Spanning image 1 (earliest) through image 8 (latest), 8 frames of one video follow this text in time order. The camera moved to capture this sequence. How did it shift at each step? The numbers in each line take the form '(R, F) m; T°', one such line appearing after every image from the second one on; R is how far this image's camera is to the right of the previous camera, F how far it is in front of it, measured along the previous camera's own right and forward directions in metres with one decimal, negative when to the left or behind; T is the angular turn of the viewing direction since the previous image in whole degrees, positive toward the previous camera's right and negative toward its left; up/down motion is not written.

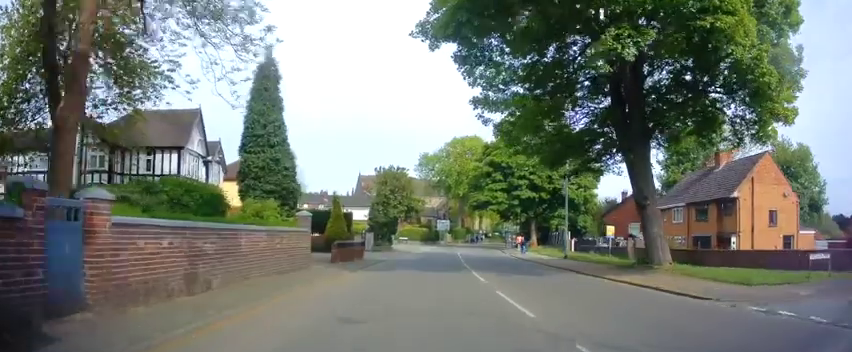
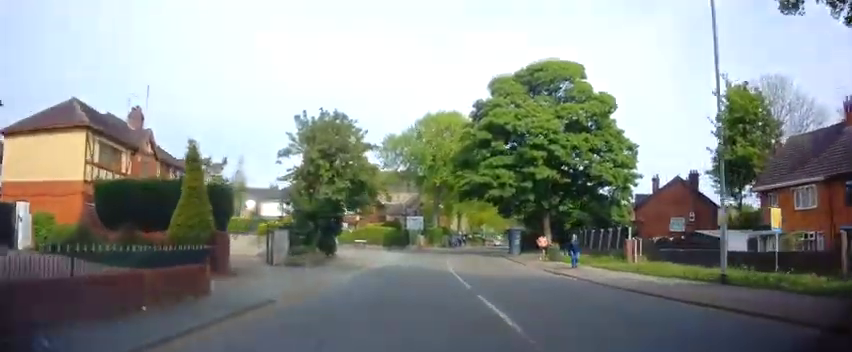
(-0.2, +19.2) m; +2°
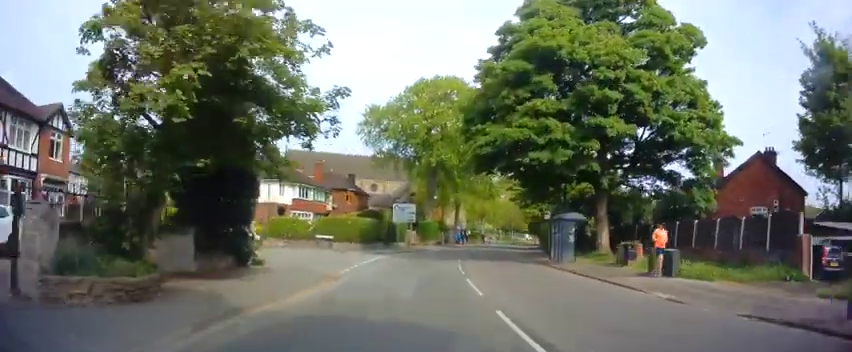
(+0.3, +15.0) m; +1°
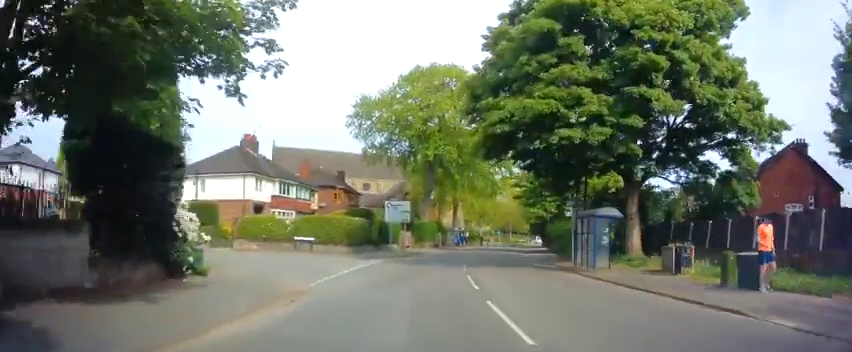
(0.0, +4.9) m; +1°
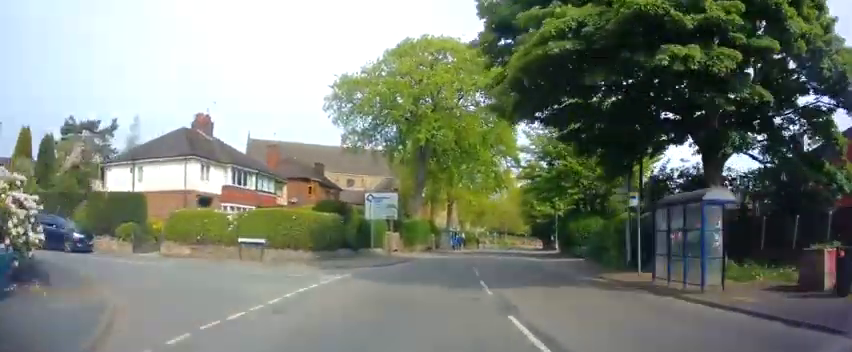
(0.0, +8.3) m; +2°
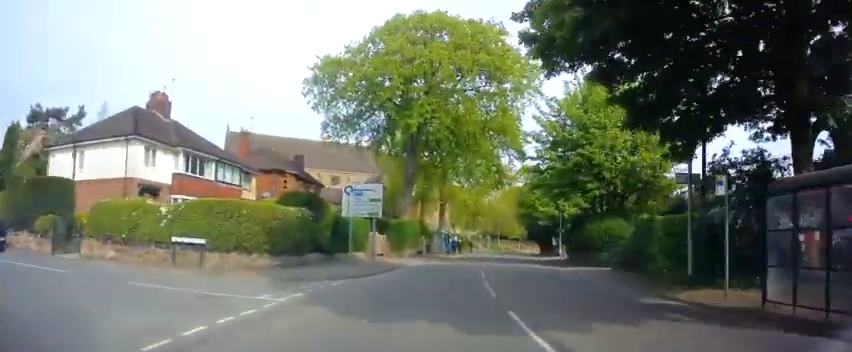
(+0.2, +5.5) m; +2°
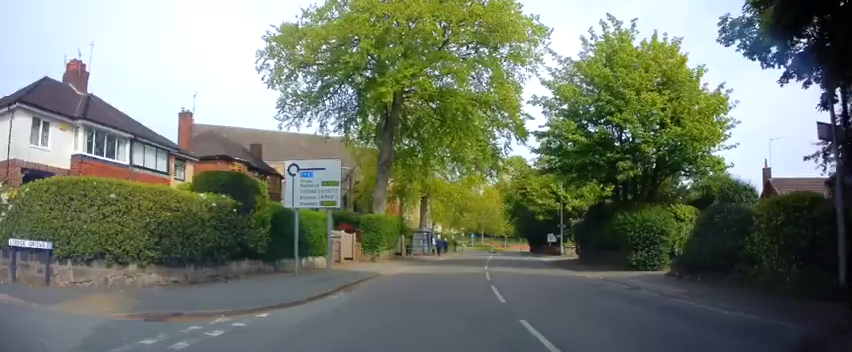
(+0.2, +7.1) m; +2°
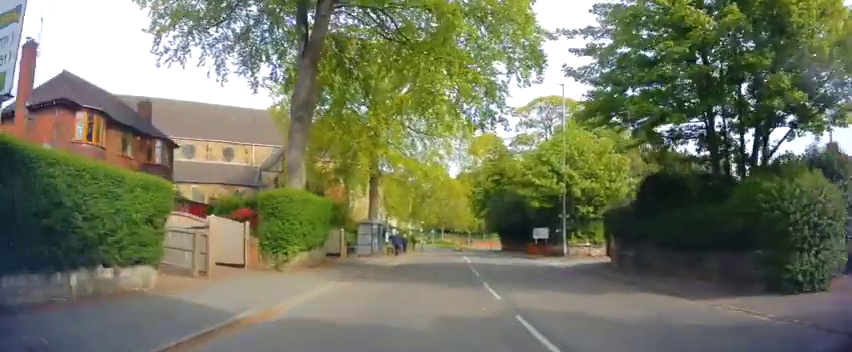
(+0.4, +12.5) m; +4°
